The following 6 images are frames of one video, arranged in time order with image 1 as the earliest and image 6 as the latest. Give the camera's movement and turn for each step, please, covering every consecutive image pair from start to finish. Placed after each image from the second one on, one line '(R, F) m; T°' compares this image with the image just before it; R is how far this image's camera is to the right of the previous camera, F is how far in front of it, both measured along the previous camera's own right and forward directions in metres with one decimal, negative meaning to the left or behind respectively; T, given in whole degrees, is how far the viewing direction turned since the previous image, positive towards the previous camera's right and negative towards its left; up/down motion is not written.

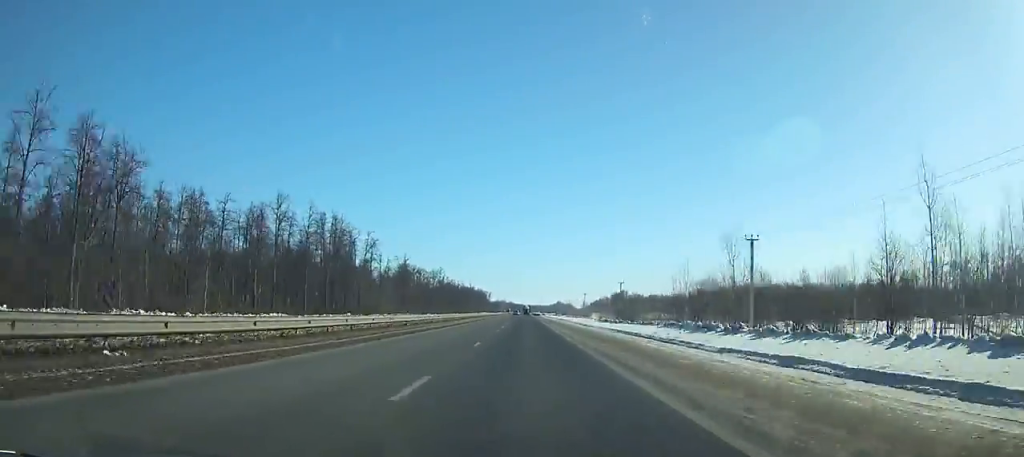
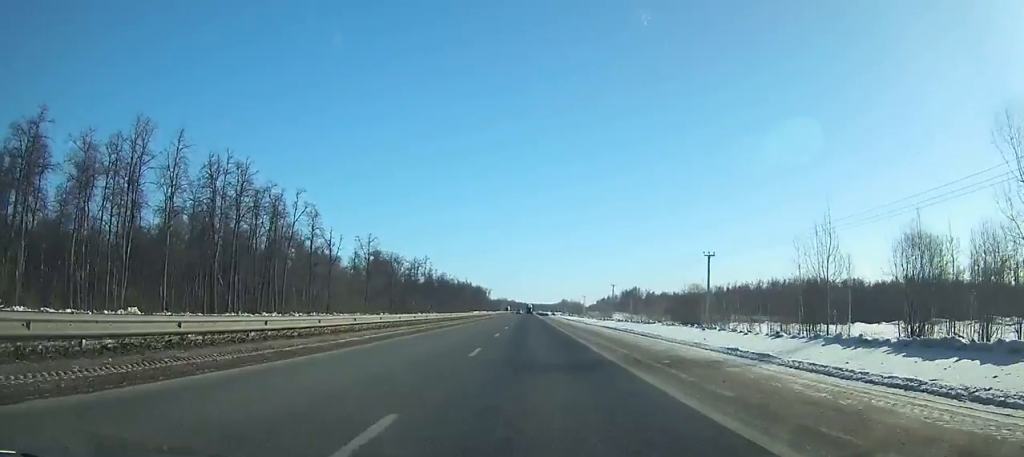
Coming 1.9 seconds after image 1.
(0.0, +51.0) m; 0°
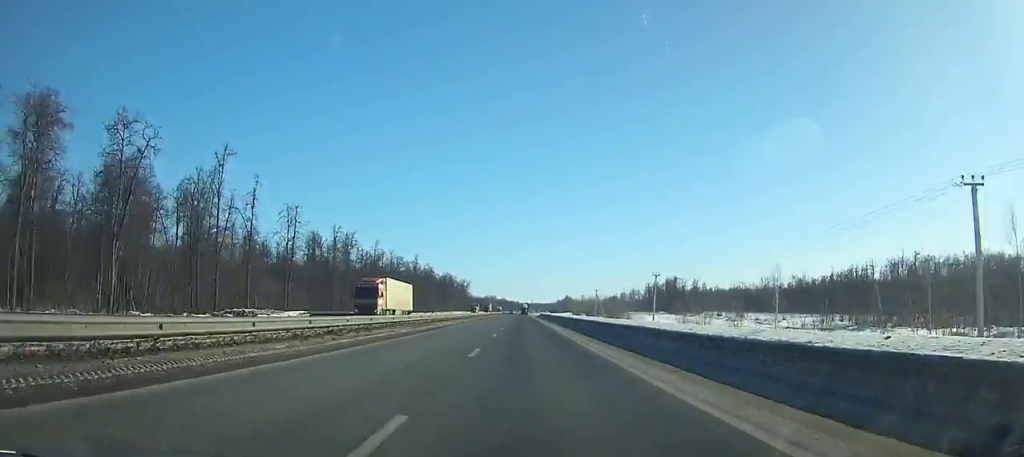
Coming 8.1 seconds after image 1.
(+0.3, +168.1) m; 0°
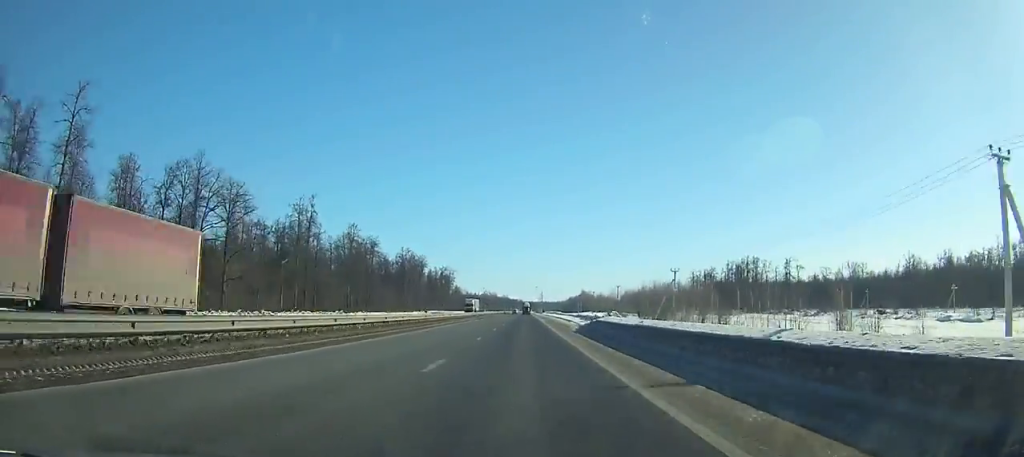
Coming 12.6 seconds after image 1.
(0.0, +123.1) m; 0°
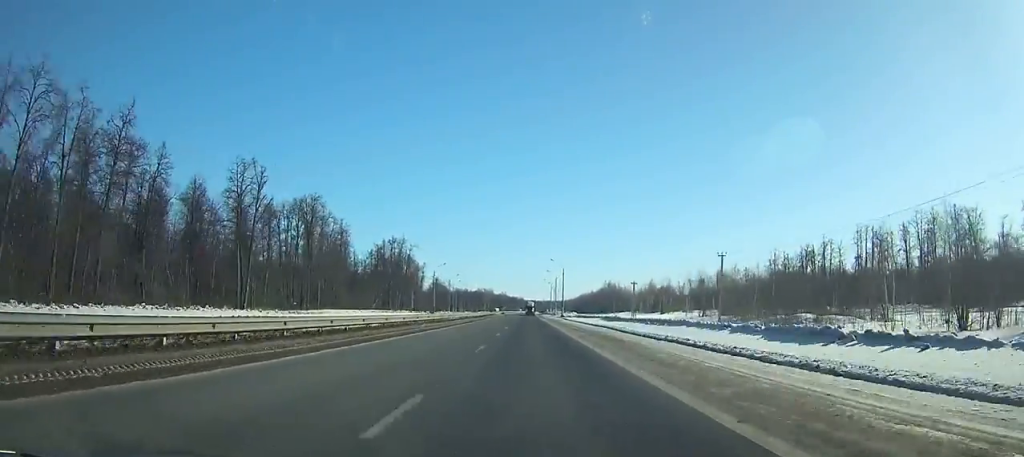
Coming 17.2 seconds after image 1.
(-0.1, +124.8) m; 0°
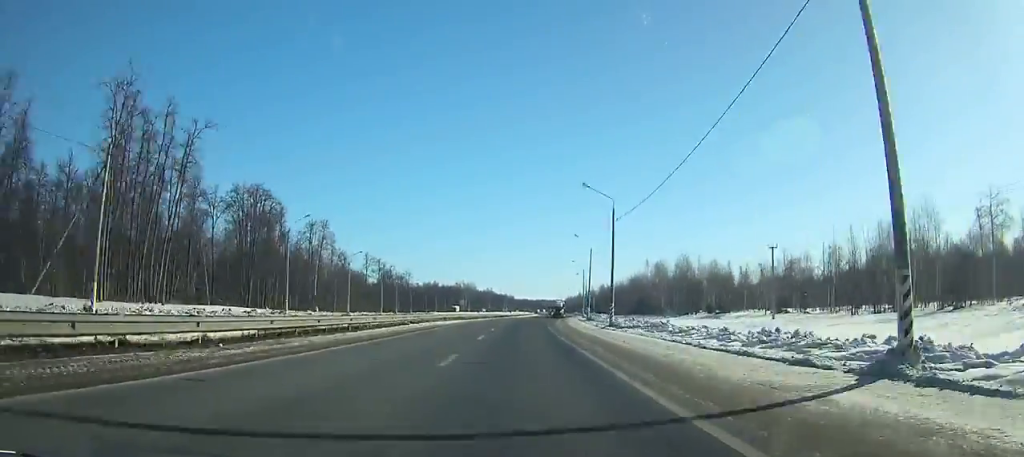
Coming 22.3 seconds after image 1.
(+0.6, +136.1) m; +1°
